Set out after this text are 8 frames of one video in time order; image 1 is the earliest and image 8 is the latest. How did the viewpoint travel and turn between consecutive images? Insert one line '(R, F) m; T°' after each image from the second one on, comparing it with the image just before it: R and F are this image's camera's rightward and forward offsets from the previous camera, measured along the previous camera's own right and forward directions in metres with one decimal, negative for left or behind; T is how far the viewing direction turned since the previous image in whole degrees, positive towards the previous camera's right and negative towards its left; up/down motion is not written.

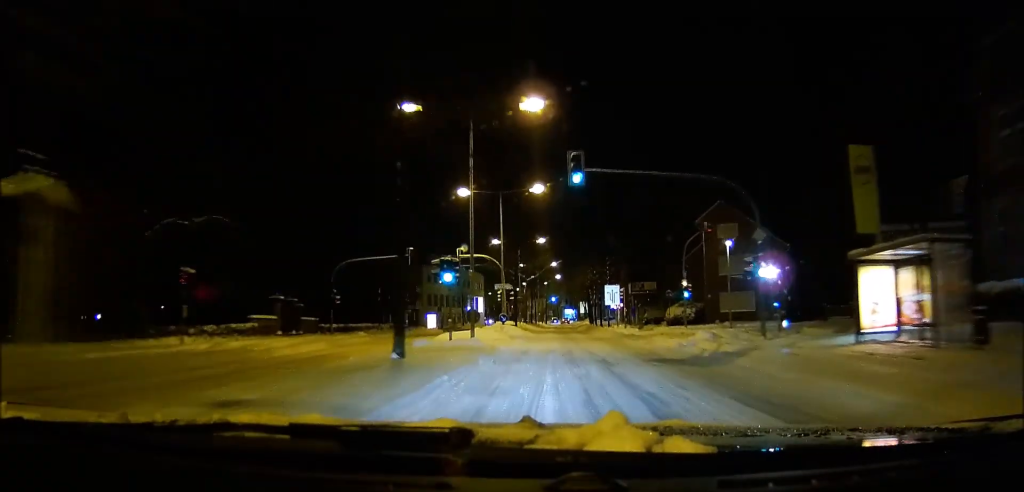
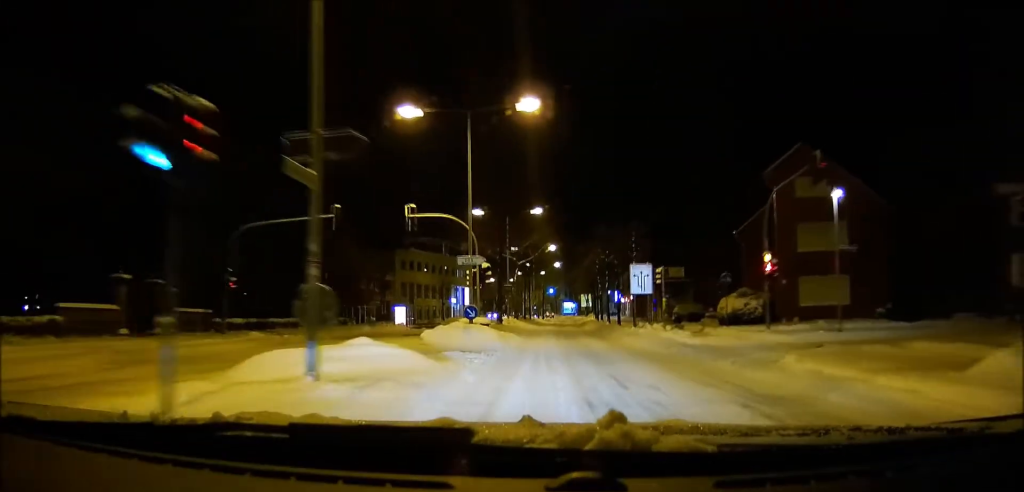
(+0.3, +19.9) m; +2°
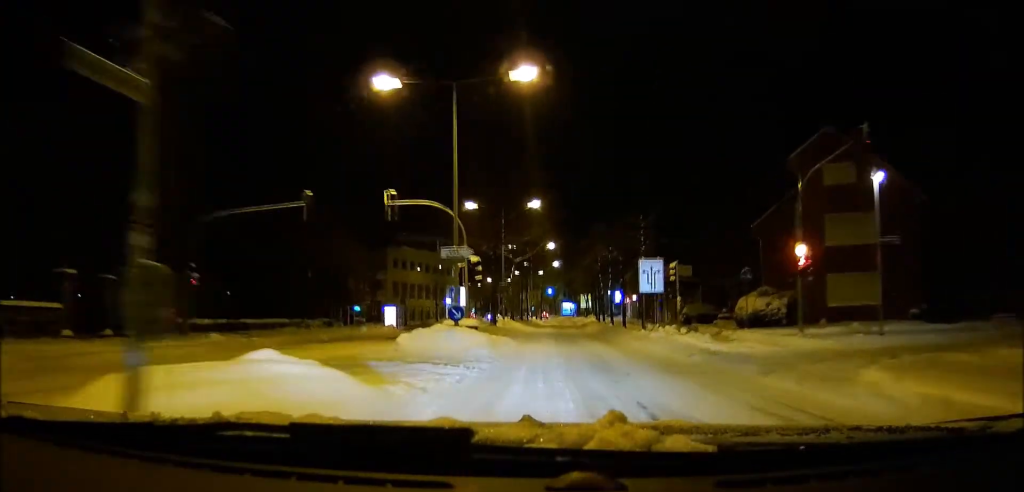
(0.0, +4.6) m; 0°
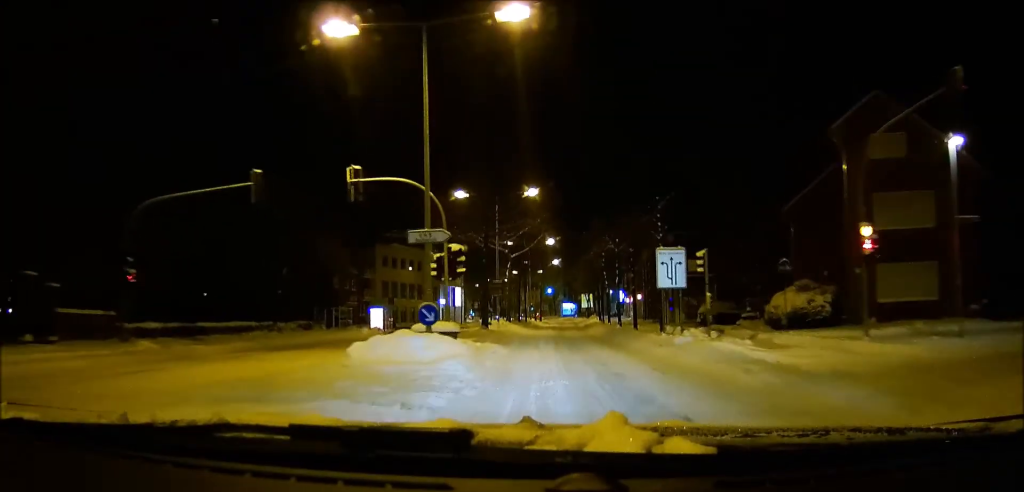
(0.0, +5.7) m; 0°
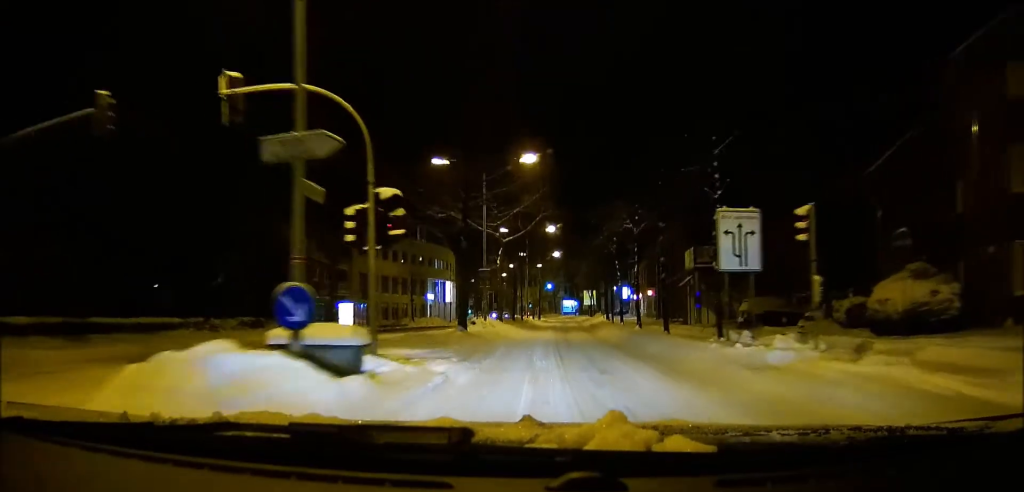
(-0.1, +9.7) m; 0°
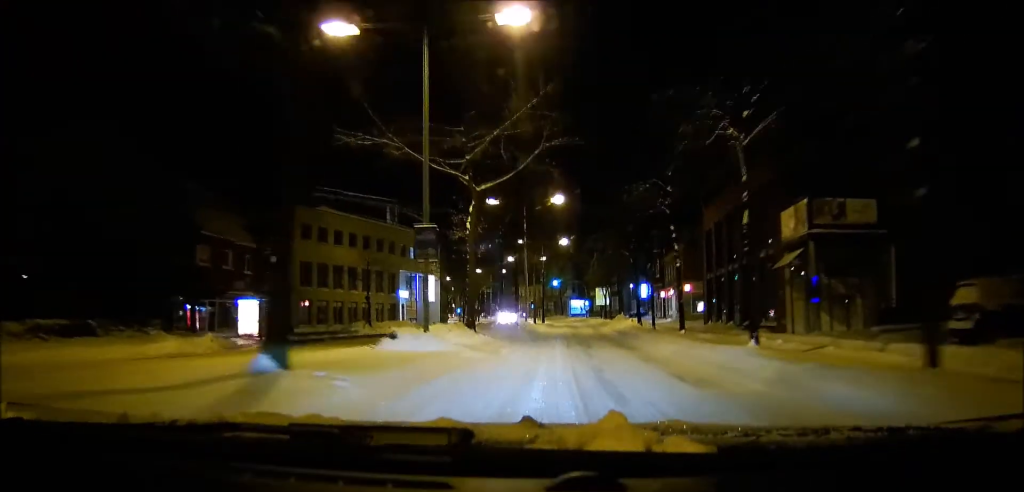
(-0.1, +19.5) m; -1°
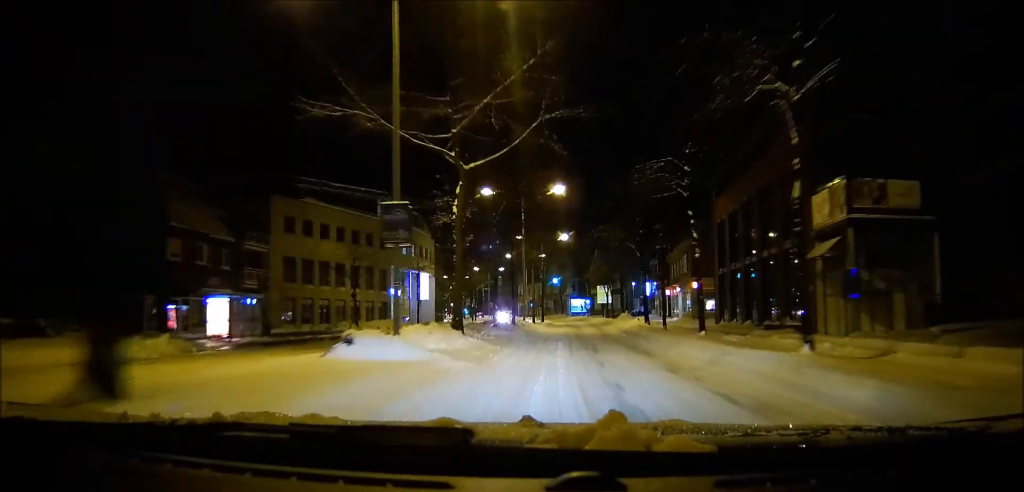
(0.0, +3.6) m; 0°
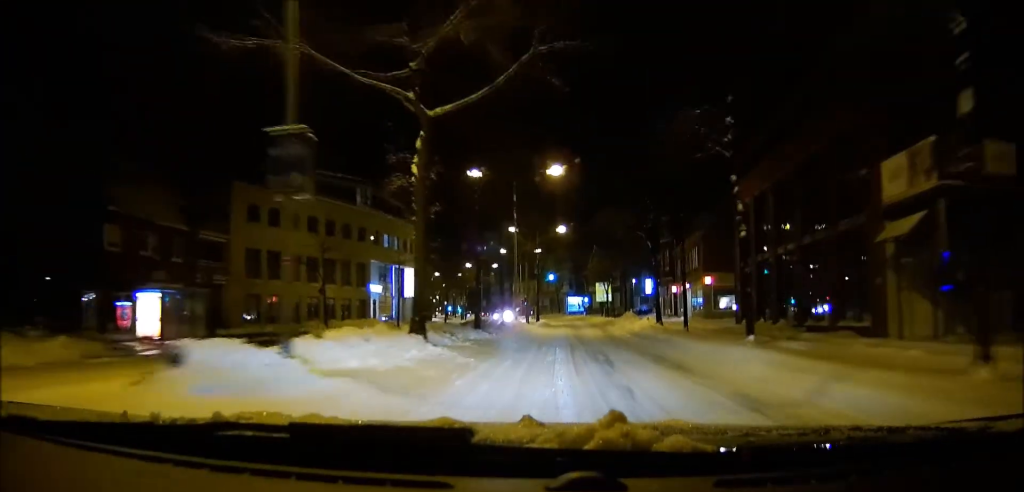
(0.0, +6.1) m; 0°
